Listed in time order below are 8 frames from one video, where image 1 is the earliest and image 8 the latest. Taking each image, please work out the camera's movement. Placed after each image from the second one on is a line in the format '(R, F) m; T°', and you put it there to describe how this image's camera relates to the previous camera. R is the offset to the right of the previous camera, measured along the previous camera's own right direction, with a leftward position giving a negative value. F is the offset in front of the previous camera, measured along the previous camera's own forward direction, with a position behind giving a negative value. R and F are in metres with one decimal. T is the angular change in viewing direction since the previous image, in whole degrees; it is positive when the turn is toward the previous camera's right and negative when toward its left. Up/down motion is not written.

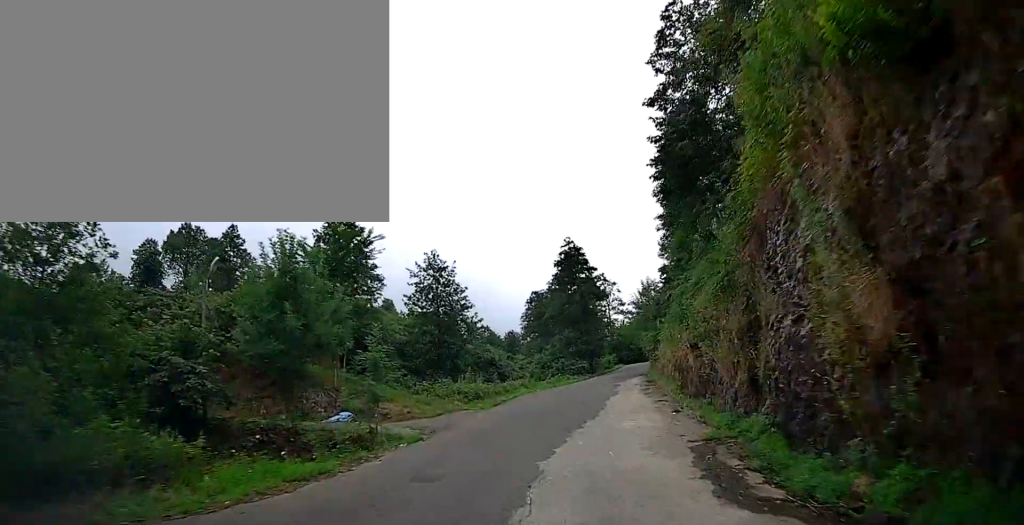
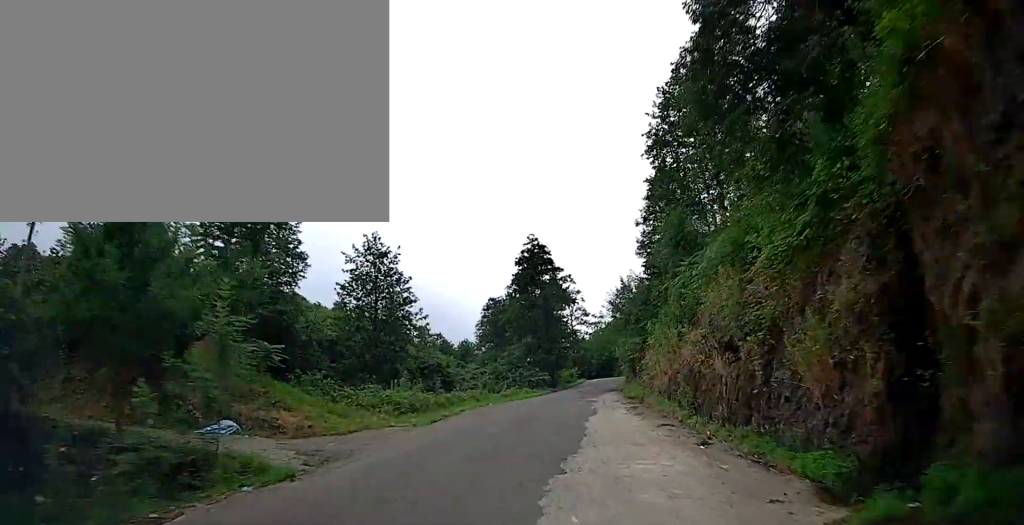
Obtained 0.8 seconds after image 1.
(+0.3, +7.0) m; +4°
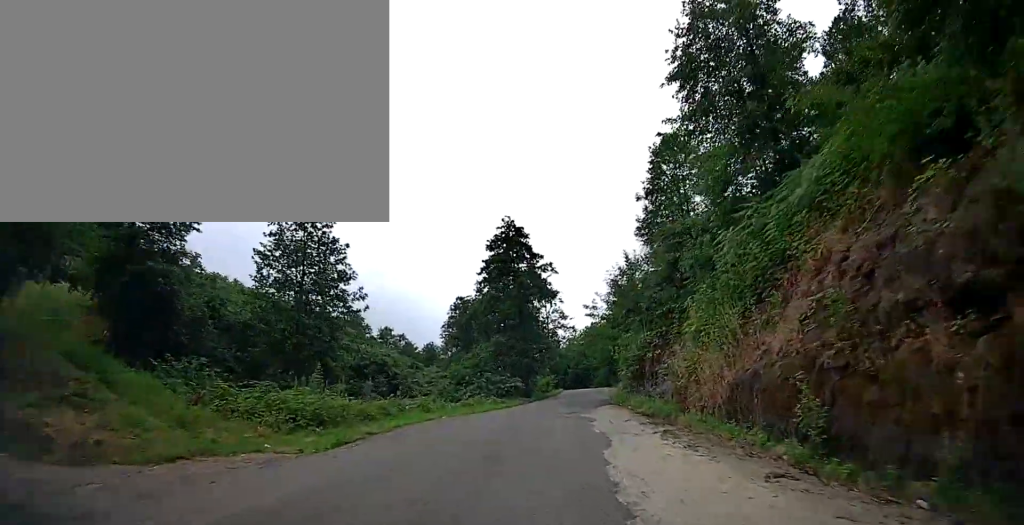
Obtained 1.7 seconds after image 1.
(+0.3, +8.5) m; +5°
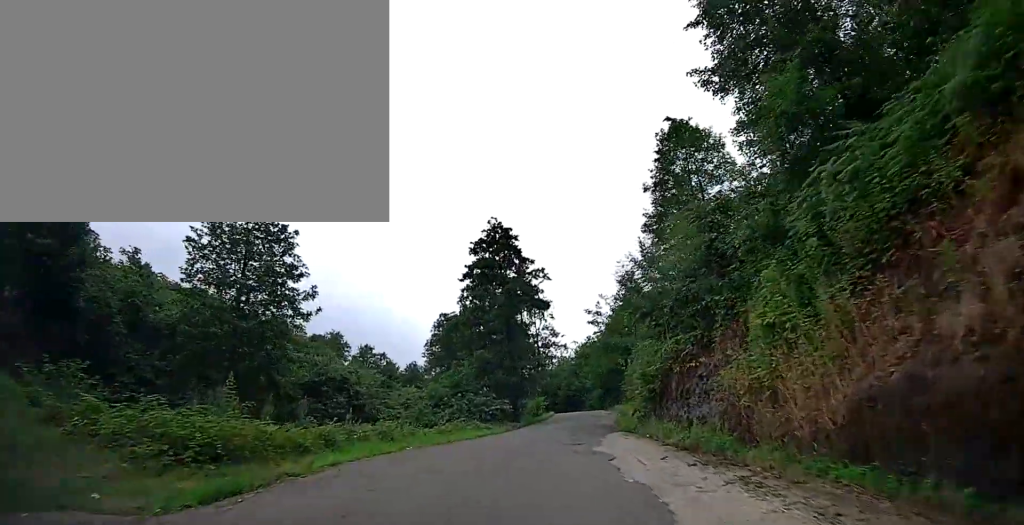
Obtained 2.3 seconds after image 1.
(+0.2, +5.2) m; +2°
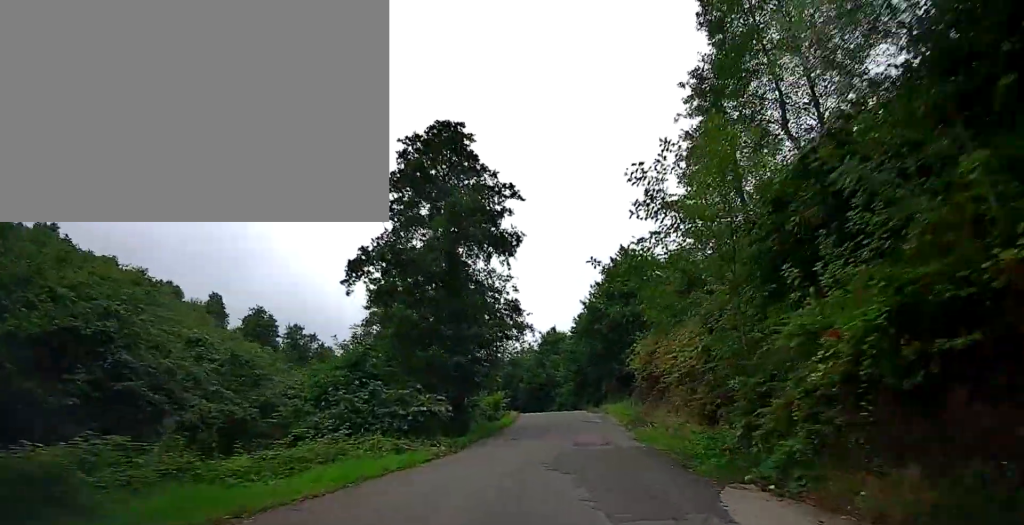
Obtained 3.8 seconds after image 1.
(+0.2, +14.7) m; +2°
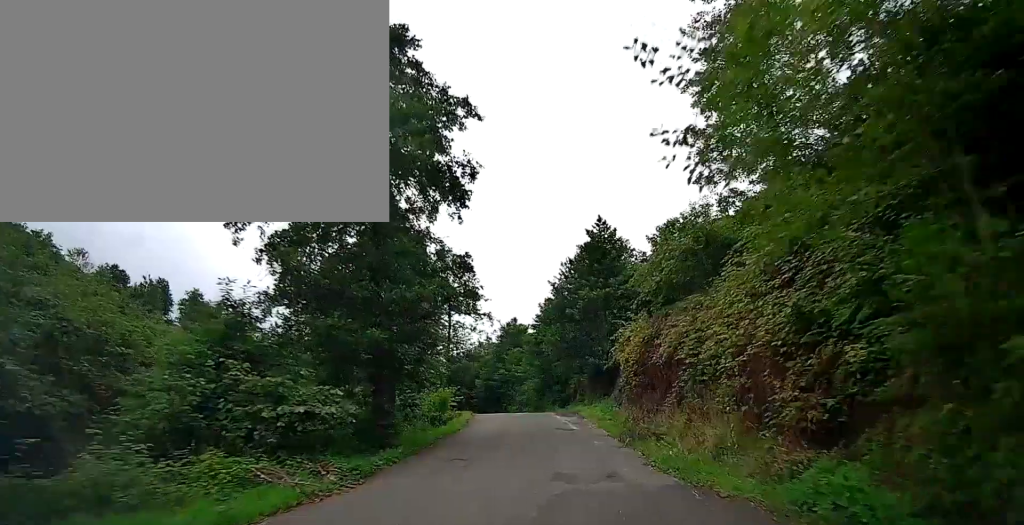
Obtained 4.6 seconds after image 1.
(+0.2, +6.8) m; +2°
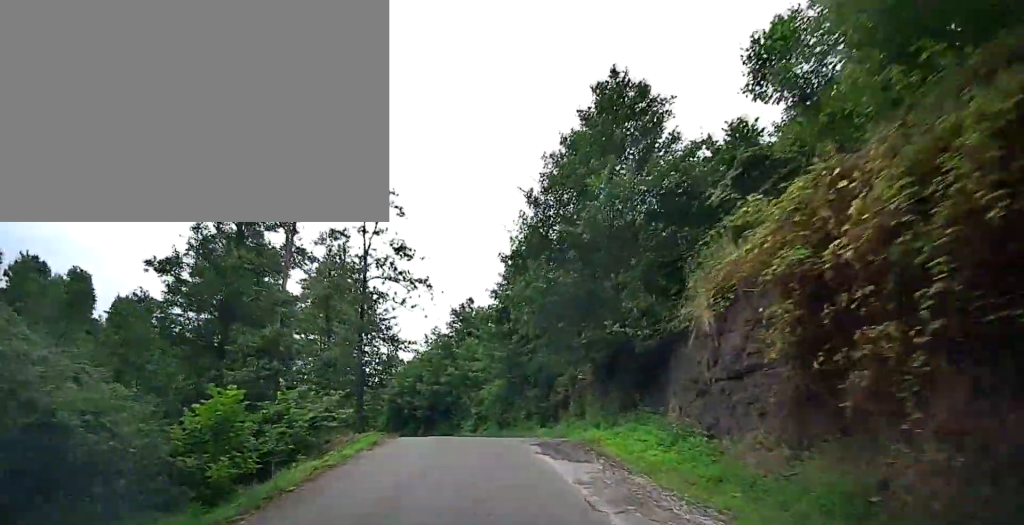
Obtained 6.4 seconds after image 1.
(+0.7, +16.5) m; +3°
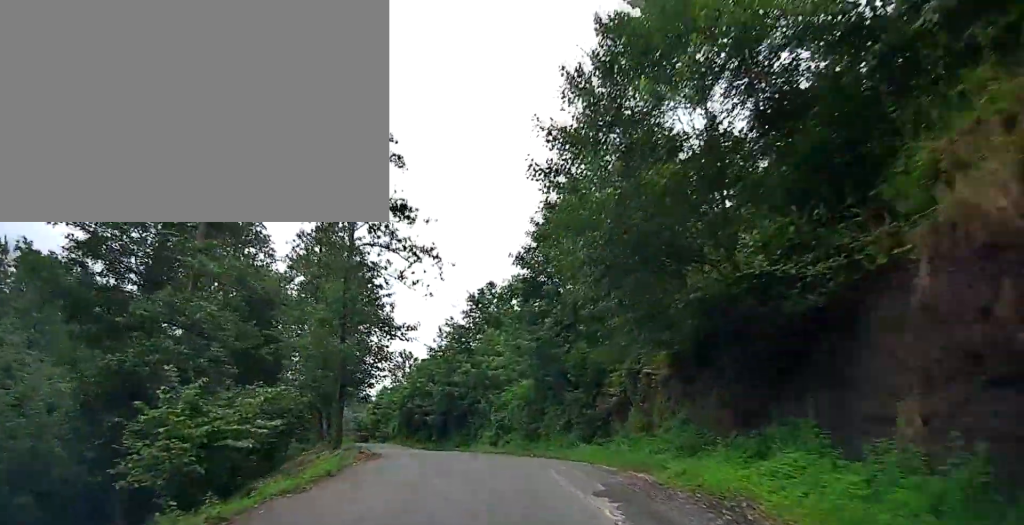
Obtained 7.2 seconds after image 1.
(0.0, +7.0) m; 0°
